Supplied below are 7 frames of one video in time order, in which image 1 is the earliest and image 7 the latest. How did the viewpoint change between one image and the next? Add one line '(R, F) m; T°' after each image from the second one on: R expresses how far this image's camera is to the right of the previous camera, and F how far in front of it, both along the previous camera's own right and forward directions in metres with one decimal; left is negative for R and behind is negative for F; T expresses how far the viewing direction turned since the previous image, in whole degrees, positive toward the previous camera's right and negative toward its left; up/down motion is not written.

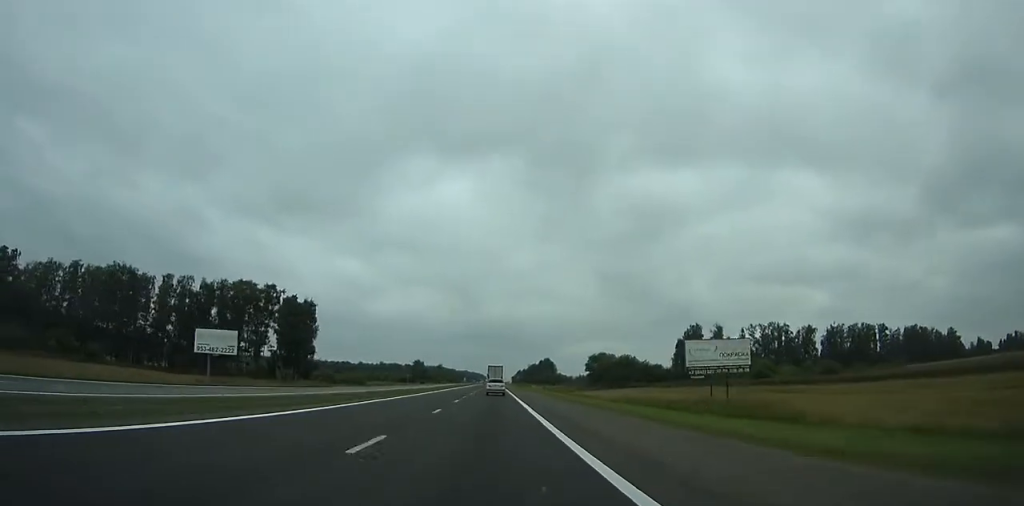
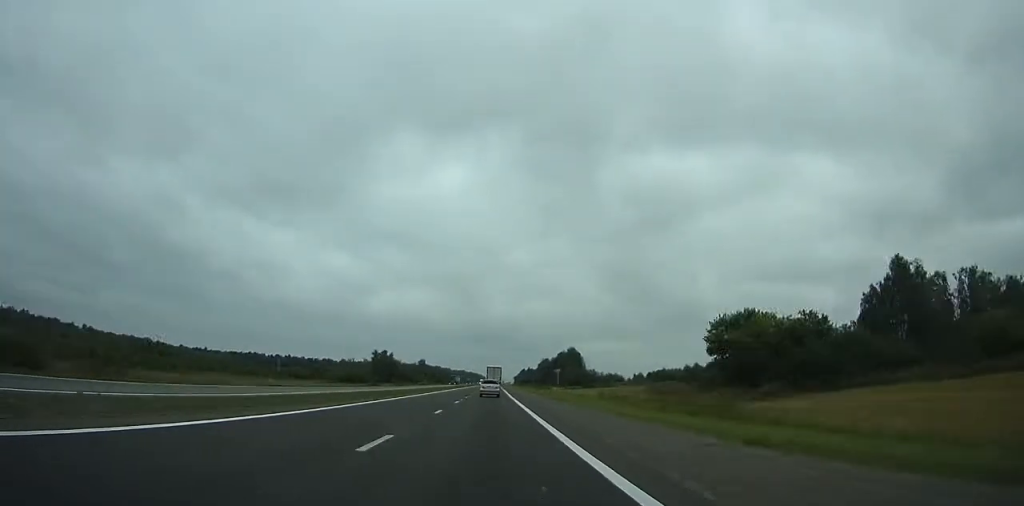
(-0.4, +107.5) m; 0°
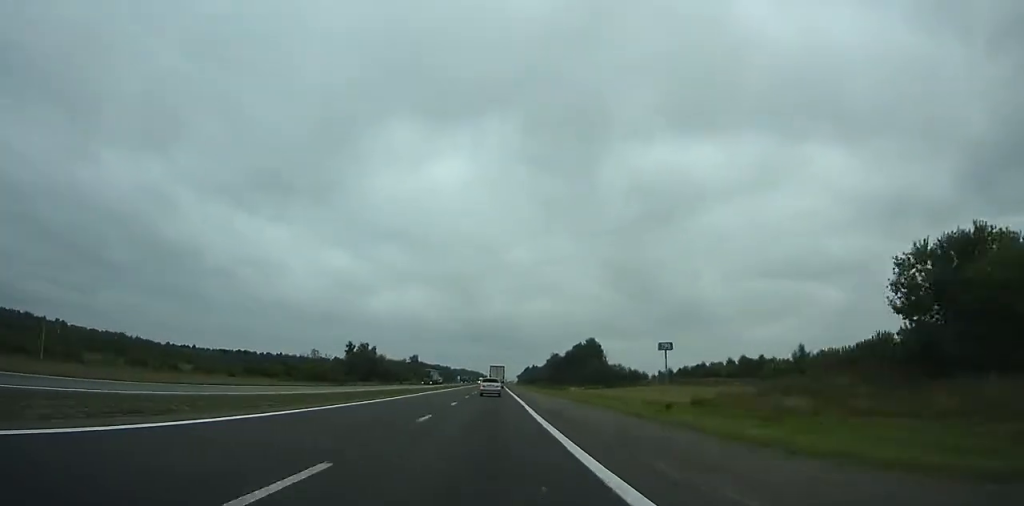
(0.0, +41.1) m; 0°
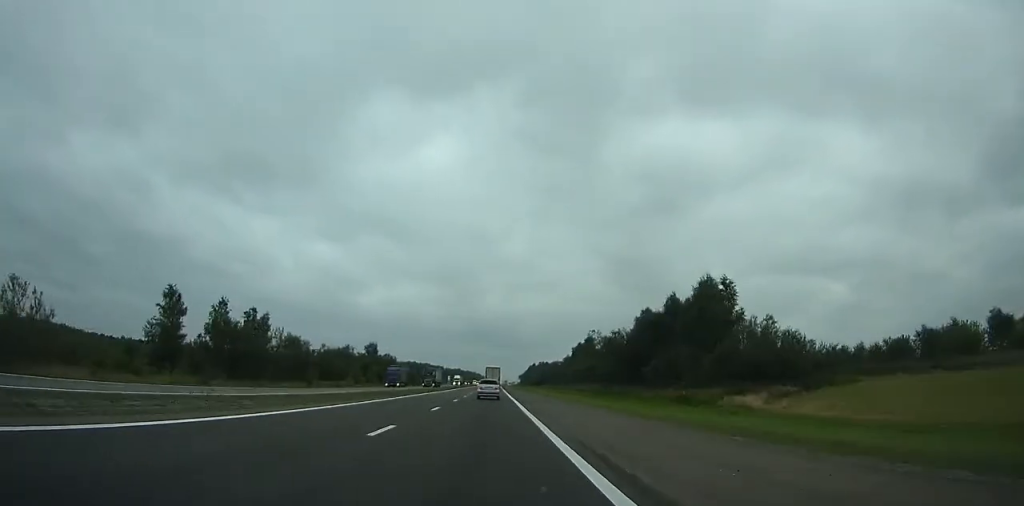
(+0.5, +101.5) m; 0°
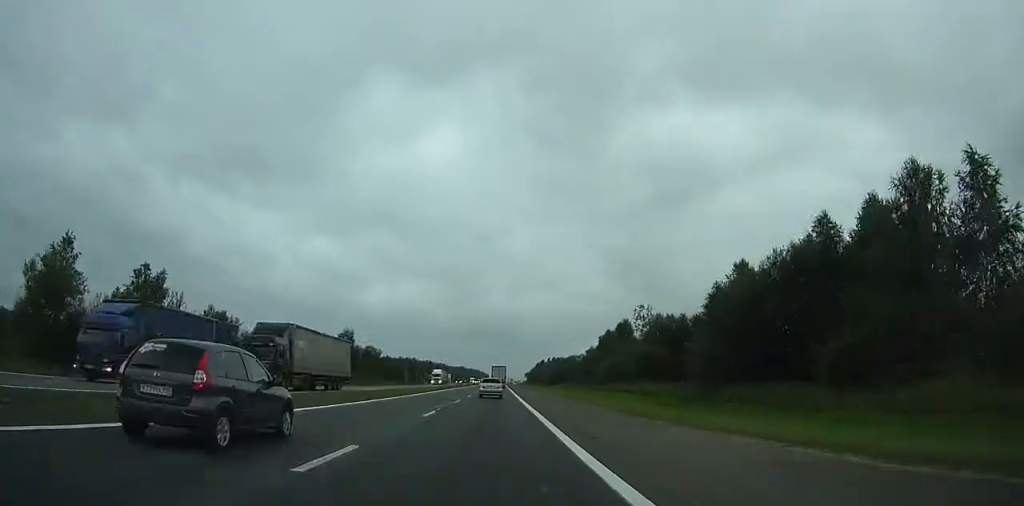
(0.0, +40.8) m; 0°
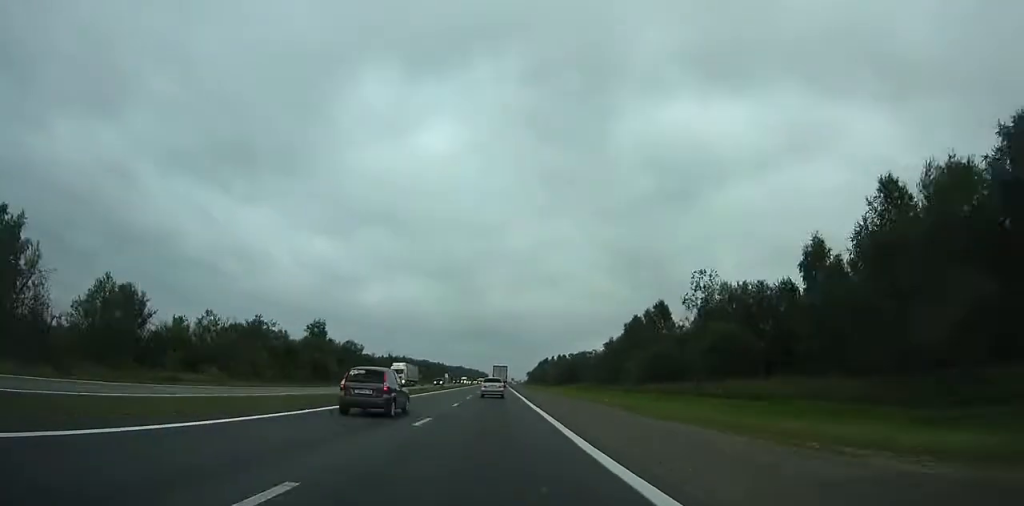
(0.0, +27.8) m; 0°
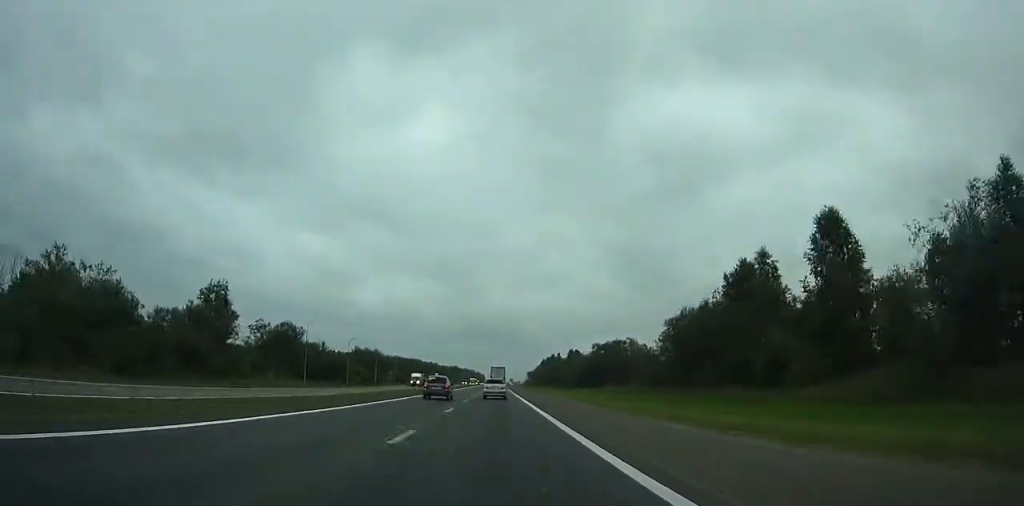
(-0.3, +51.3) m; 0°
